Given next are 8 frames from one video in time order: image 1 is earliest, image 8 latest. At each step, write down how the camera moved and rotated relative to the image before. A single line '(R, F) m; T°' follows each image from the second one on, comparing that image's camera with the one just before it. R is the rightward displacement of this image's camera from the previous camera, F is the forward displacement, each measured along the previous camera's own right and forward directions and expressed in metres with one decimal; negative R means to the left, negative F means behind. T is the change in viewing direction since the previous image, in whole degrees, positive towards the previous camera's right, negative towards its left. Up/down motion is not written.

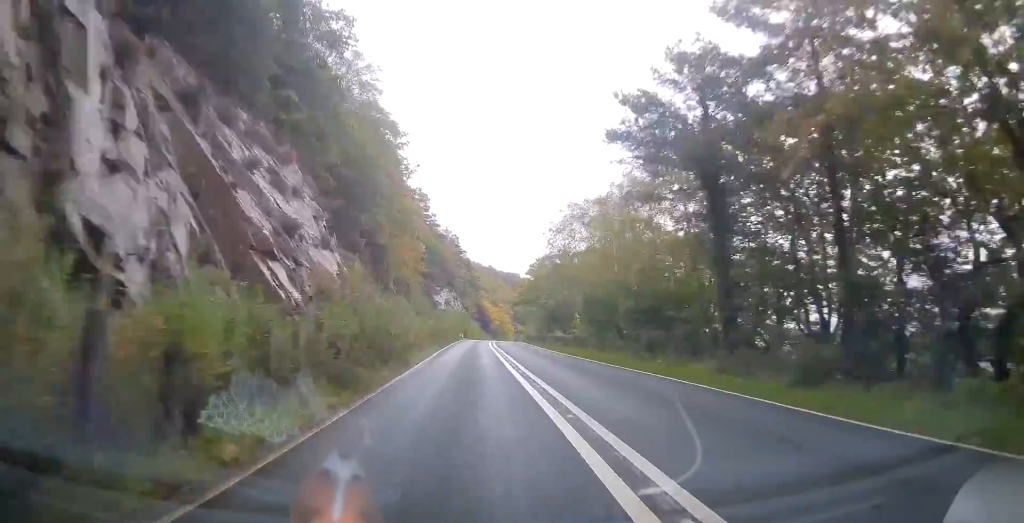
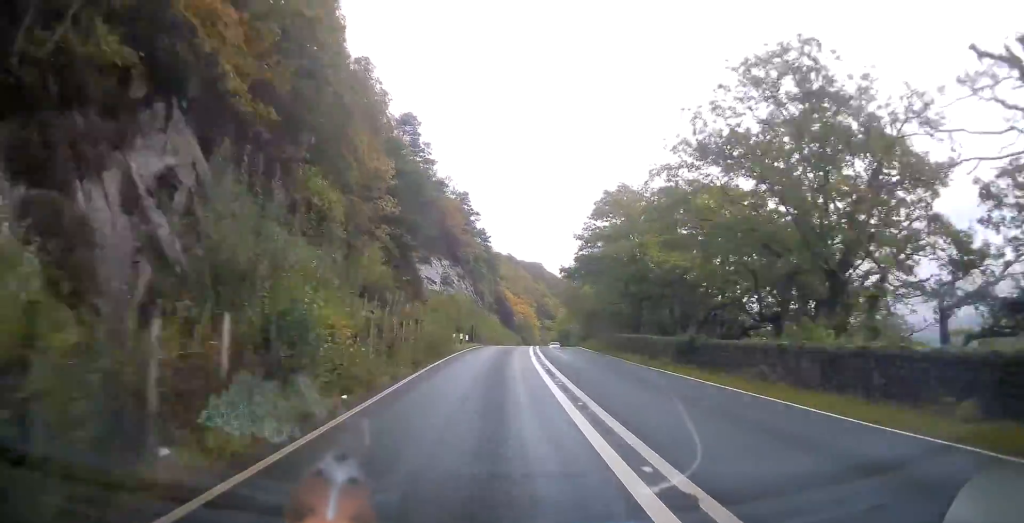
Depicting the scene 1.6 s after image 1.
(-1.9, +42.0) m; -3°
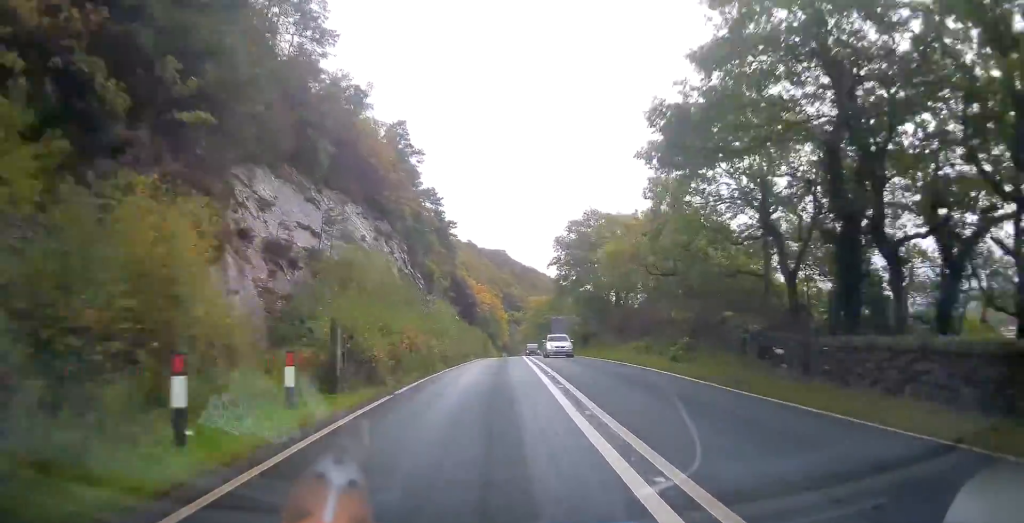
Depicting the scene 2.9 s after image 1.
(+0.3, +33.0) m; +2°
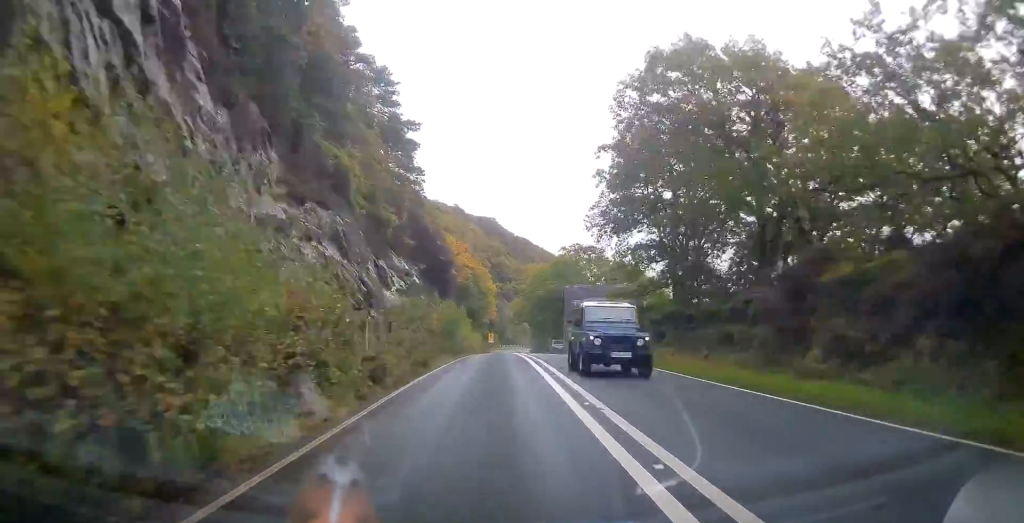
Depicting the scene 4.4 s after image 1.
(+1.2, +35.1) m; +3°
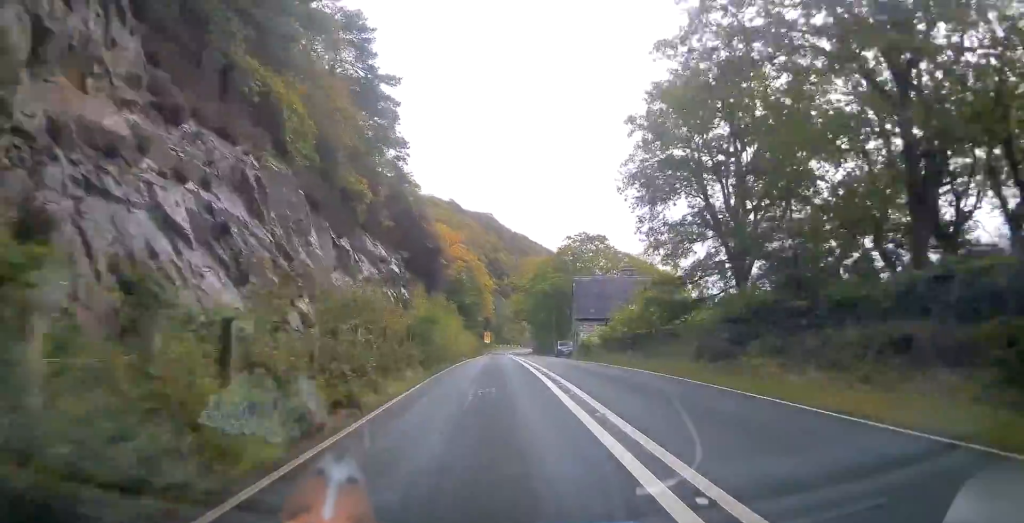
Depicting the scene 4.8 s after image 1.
(+0.1, +10.0) m; 0°
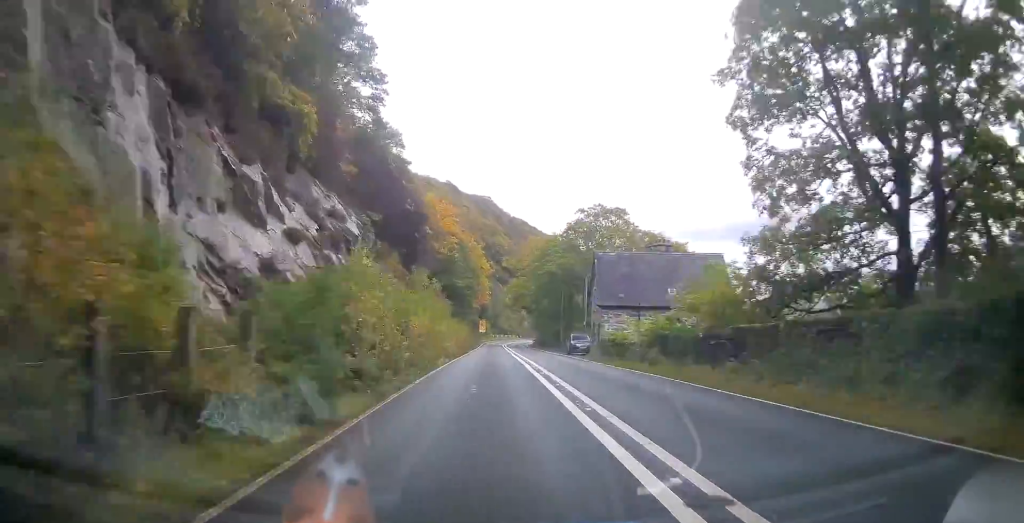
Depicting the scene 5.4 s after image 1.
(0.0, +13.0) m; 0°
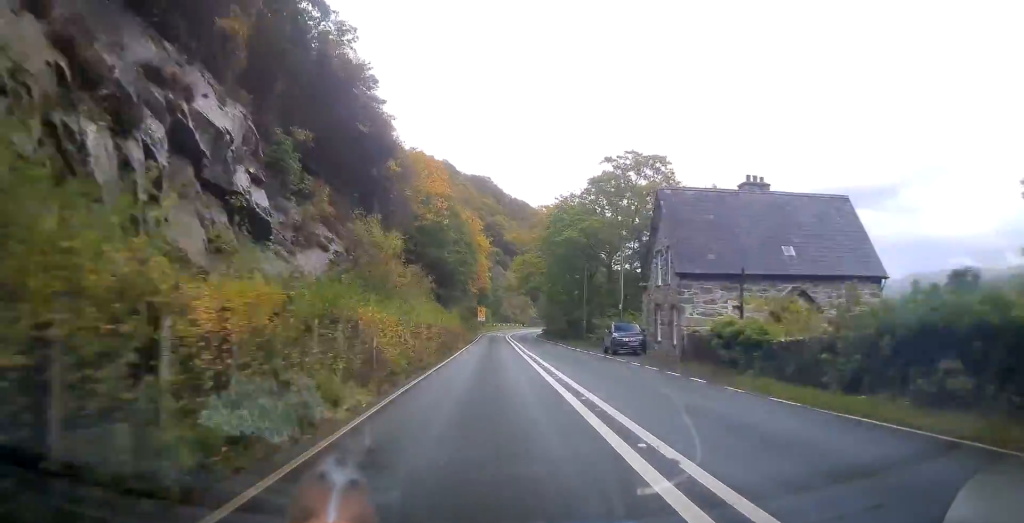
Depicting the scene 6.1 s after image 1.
(-0.1, +16.6) m; 0°
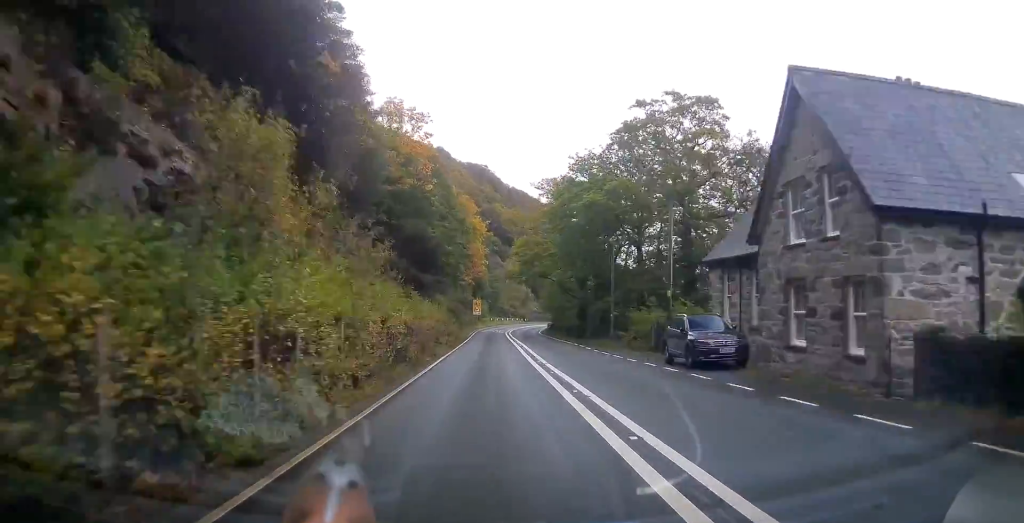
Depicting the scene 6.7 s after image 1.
(+0.2, +12.6) m; 0°
